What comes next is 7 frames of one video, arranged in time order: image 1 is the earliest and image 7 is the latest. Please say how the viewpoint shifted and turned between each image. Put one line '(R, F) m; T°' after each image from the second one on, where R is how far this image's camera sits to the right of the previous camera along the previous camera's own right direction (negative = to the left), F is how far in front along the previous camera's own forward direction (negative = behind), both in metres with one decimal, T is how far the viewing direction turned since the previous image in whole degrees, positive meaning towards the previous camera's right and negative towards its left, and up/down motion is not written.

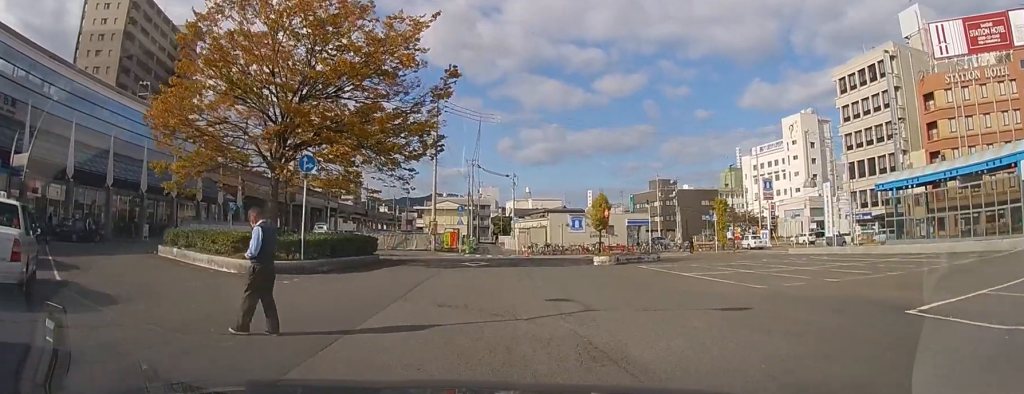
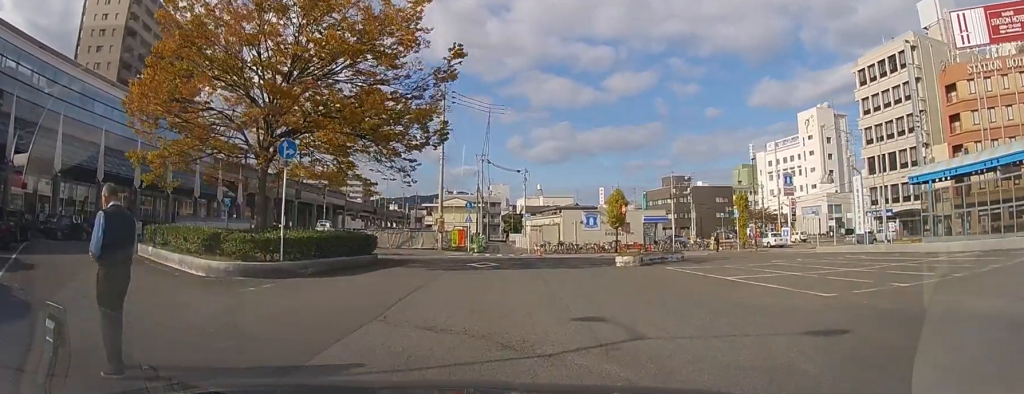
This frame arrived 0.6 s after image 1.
(0.0, +2.4) m; -1°
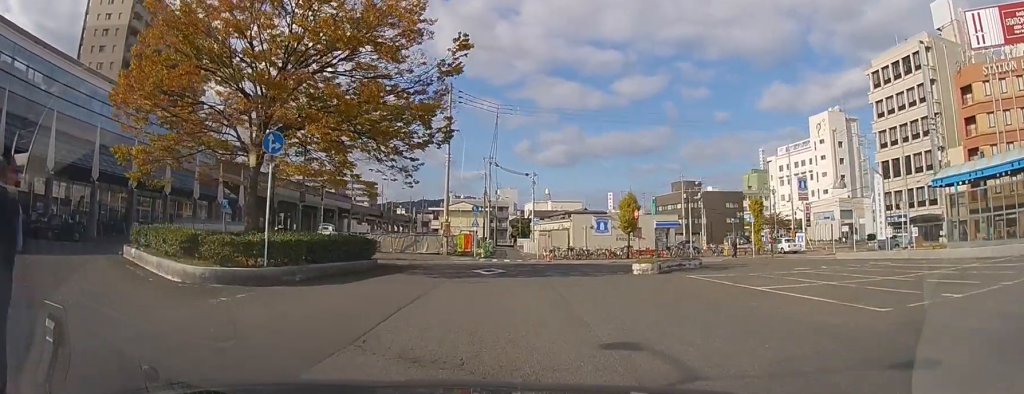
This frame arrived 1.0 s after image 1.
(0.0, +1.7) m; -1°
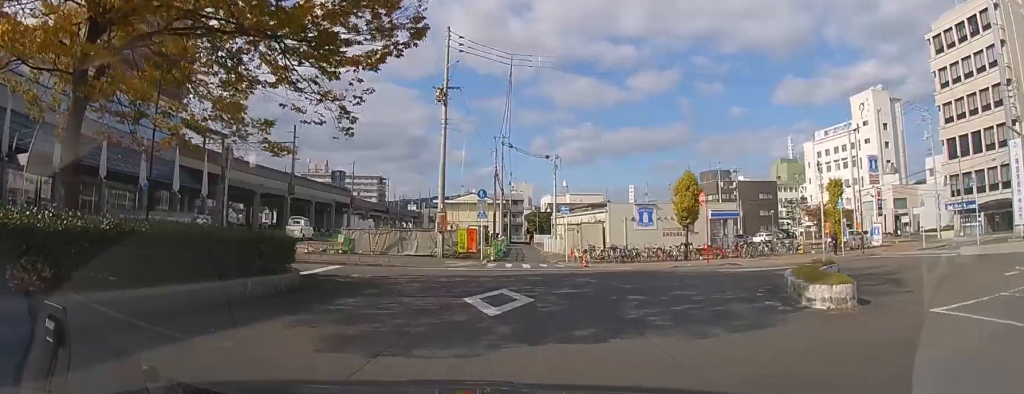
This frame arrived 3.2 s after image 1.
(-0.3, +10.4) m; -2°
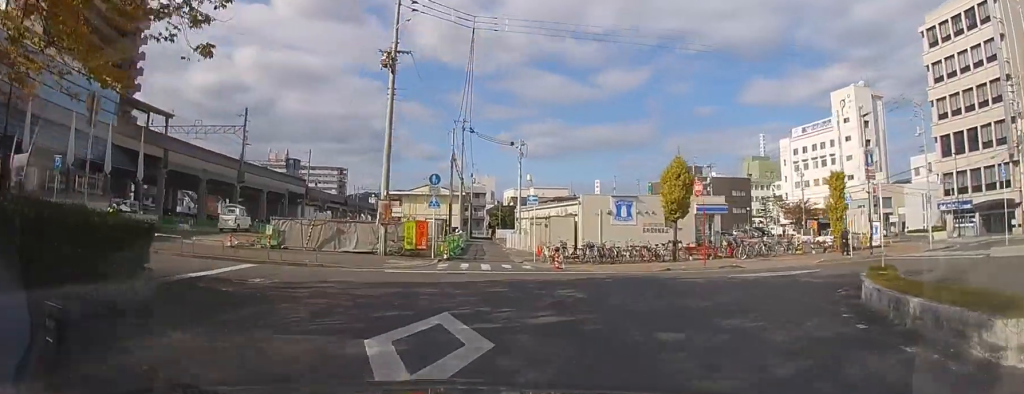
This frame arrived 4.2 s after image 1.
(+0.1, +4.8) m; +4°
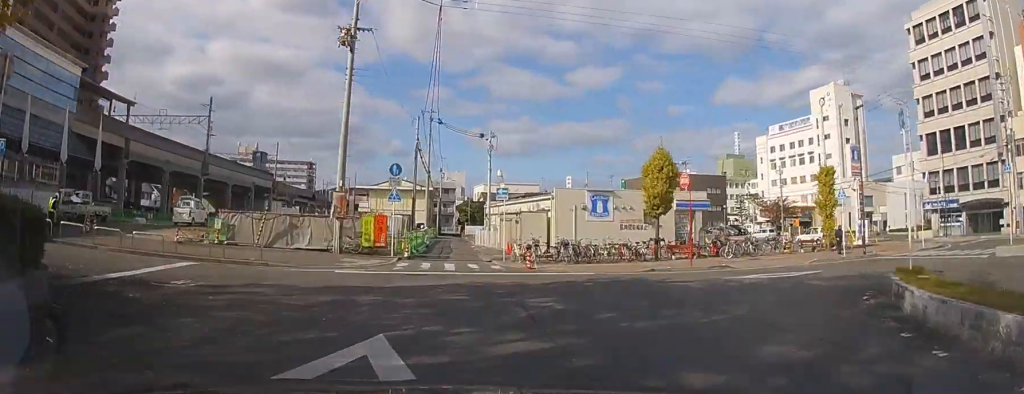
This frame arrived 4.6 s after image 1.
(0.0, +2.1) m; +3°
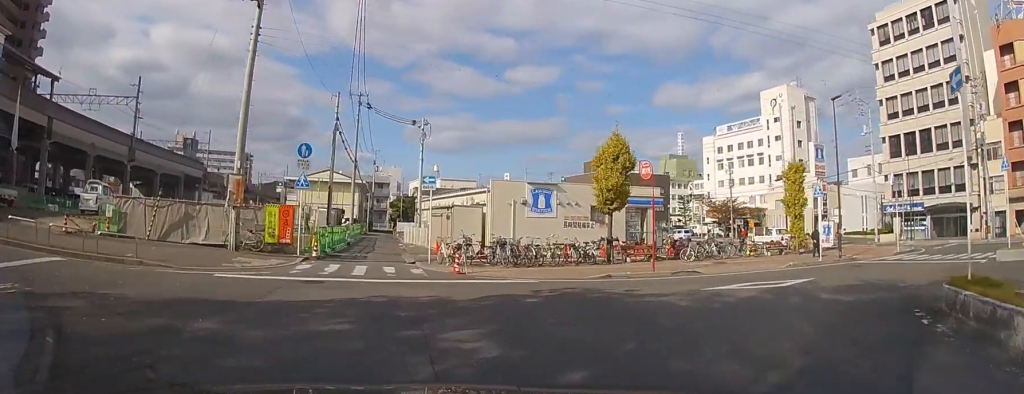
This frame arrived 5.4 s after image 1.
(+0.2, +3.7) m; +8°
